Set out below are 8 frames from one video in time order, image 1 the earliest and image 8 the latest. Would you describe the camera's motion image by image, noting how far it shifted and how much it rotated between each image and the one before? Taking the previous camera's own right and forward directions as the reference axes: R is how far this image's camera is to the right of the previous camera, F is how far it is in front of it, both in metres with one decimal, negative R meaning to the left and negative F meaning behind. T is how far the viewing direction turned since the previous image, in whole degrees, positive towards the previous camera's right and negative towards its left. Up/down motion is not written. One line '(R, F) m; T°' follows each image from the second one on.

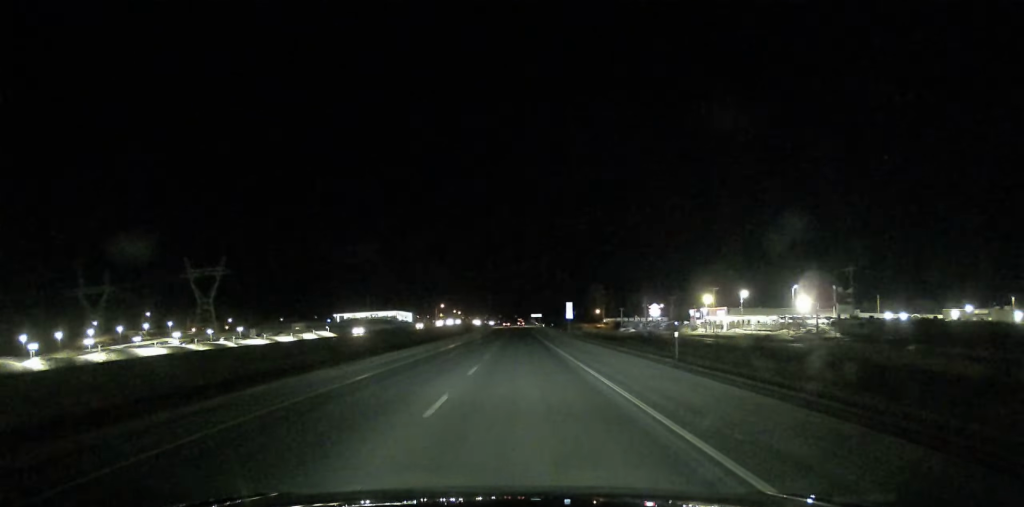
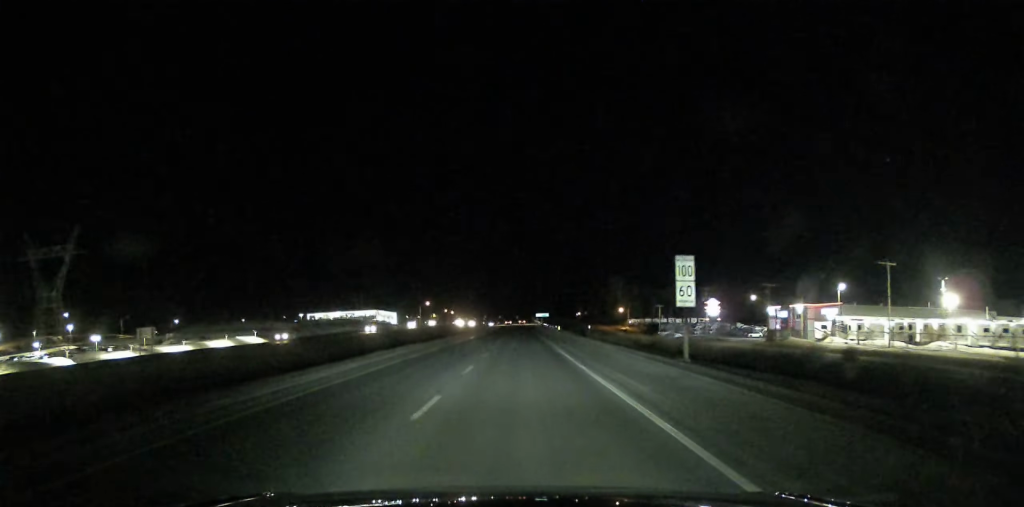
(0.0, +70.8) m; 0°
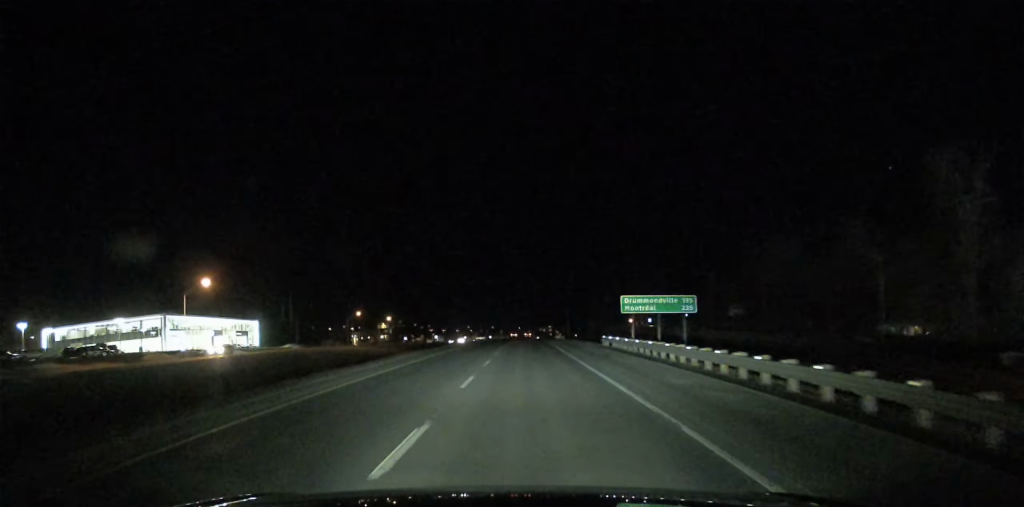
(+0.3, +244.1) m; 0°
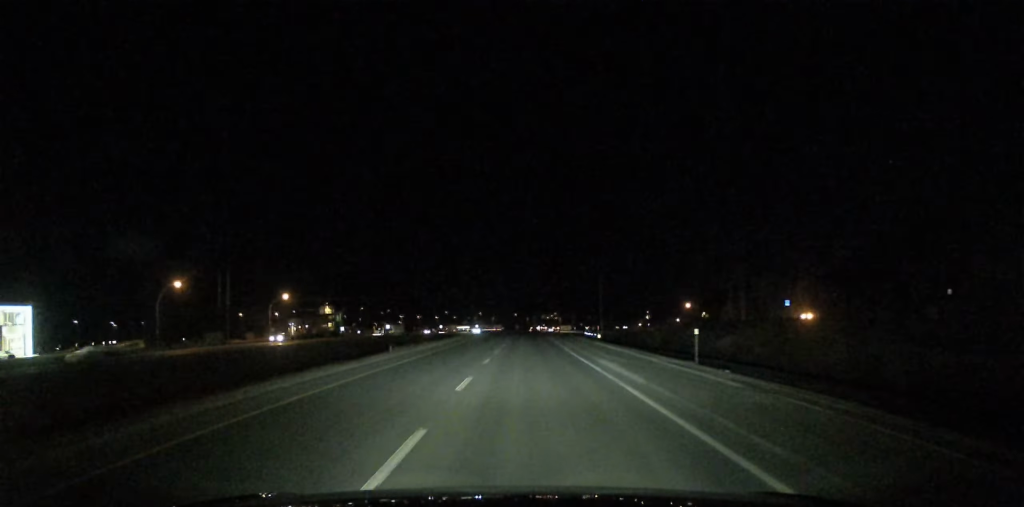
(+0.1, +106.8) m; +2°
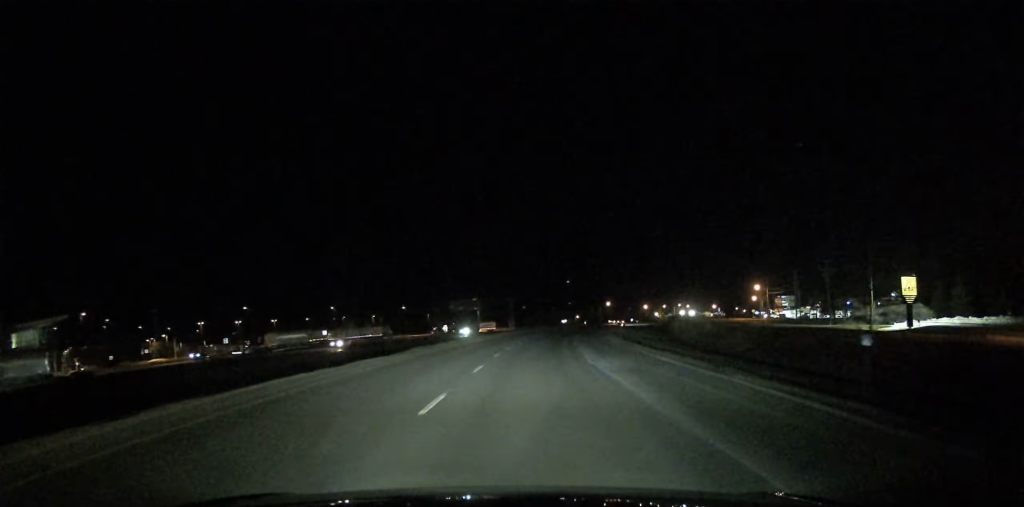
(+7.2, +162.9) m; +9°
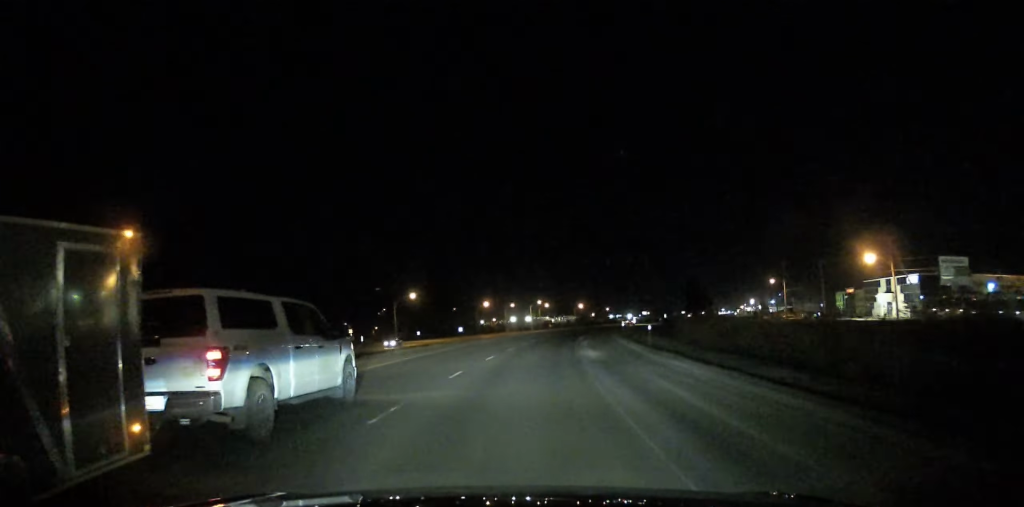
(+22.3, +174.6) m; +16°
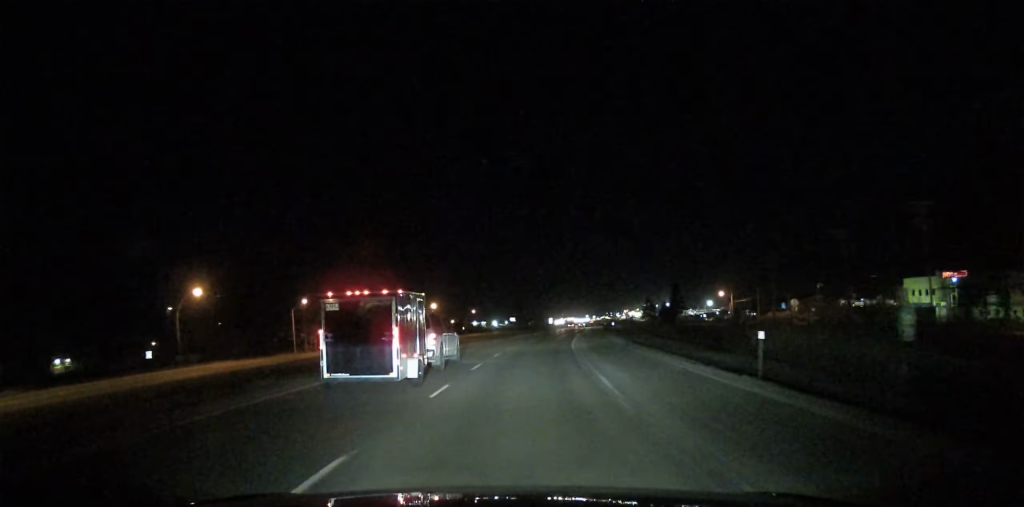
(+11.6, +119.4) m; +9°
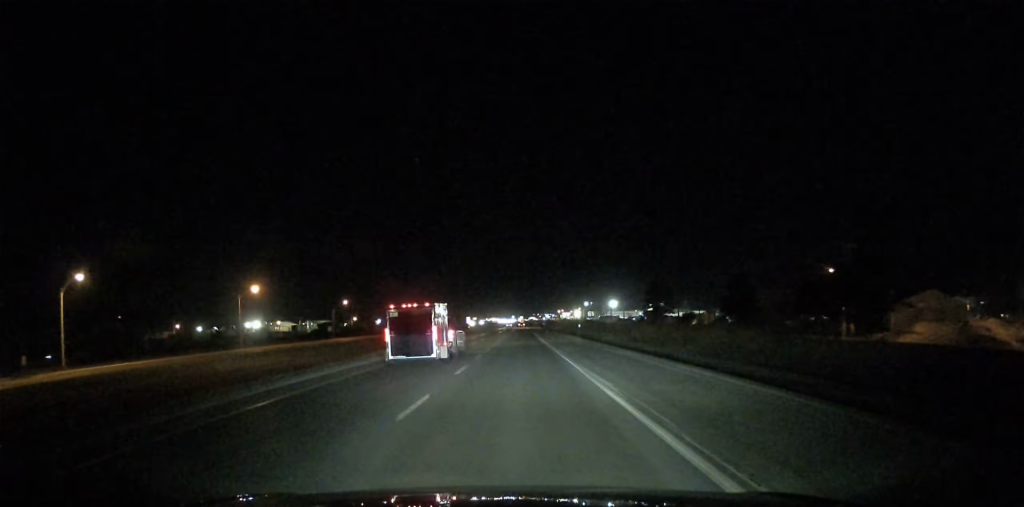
(+6.1, +99.7) m; +5°
